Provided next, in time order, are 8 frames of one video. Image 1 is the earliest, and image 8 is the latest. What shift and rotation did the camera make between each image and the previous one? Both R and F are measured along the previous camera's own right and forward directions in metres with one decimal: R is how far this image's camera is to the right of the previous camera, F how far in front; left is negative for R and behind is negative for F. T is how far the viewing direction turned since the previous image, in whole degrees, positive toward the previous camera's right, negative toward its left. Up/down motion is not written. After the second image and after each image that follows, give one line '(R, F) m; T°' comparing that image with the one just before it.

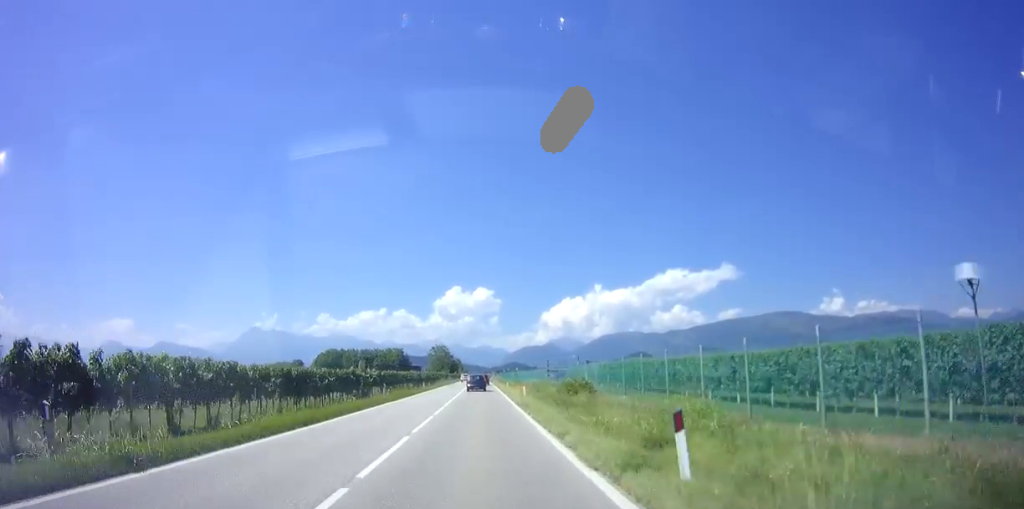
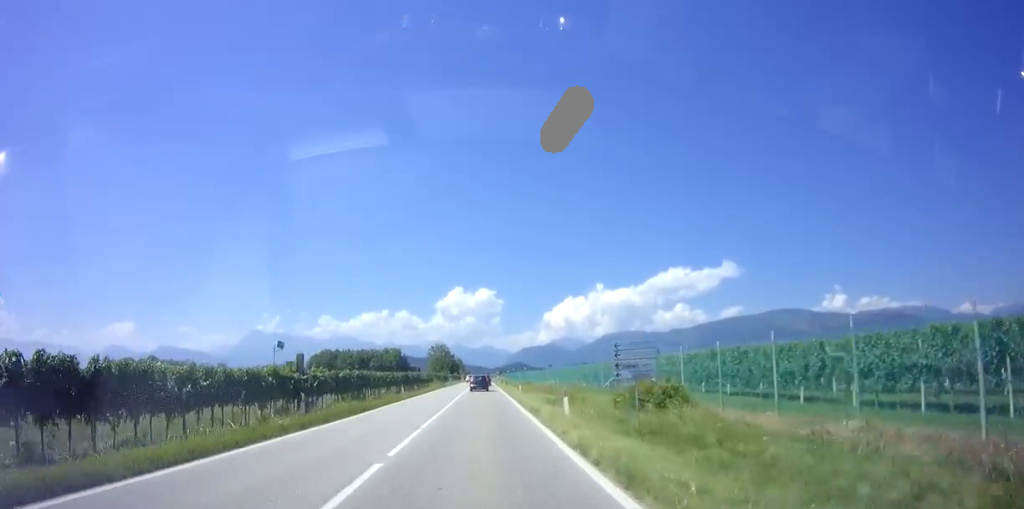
(0.0, +15.2) m; -1°
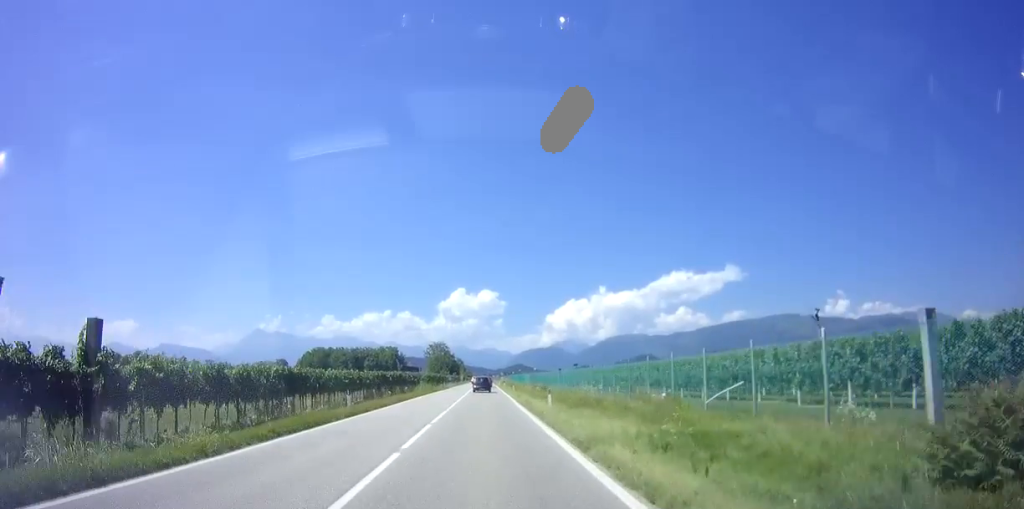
(-0.1, +15.9) m; 0°
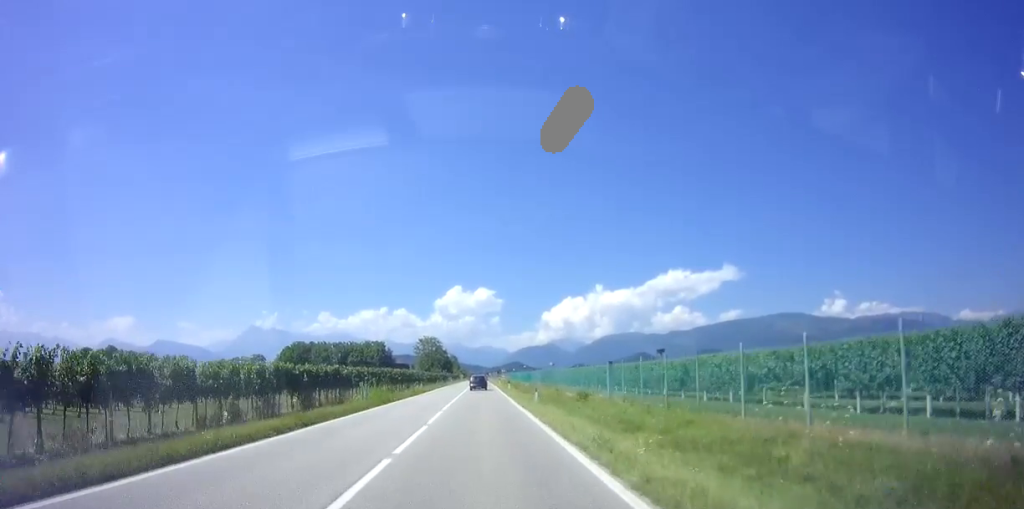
(+0.3, +24.4) m; +1°
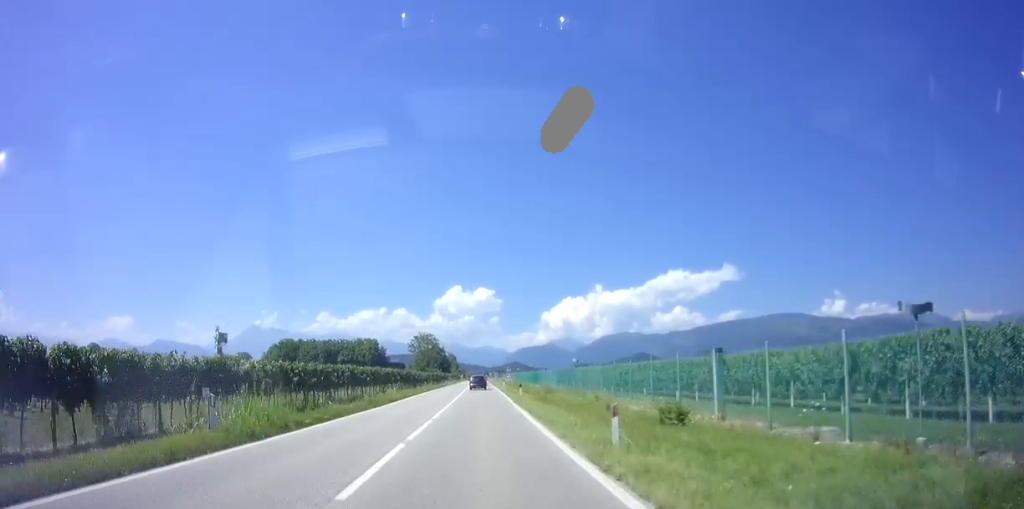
(0.0, +15.6) m; -1°
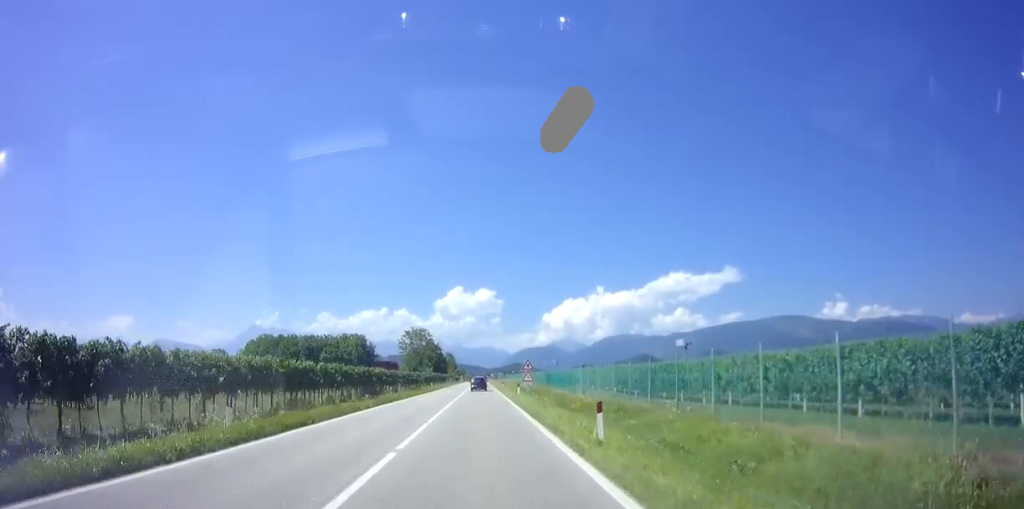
(-0.4, +23.9) m; -1°
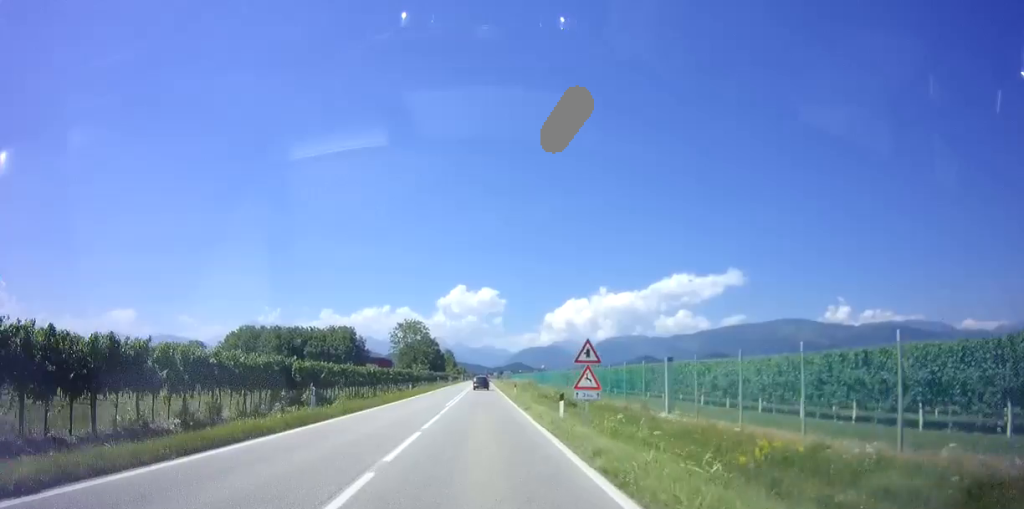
(+0.3, +19.3) m; +1°
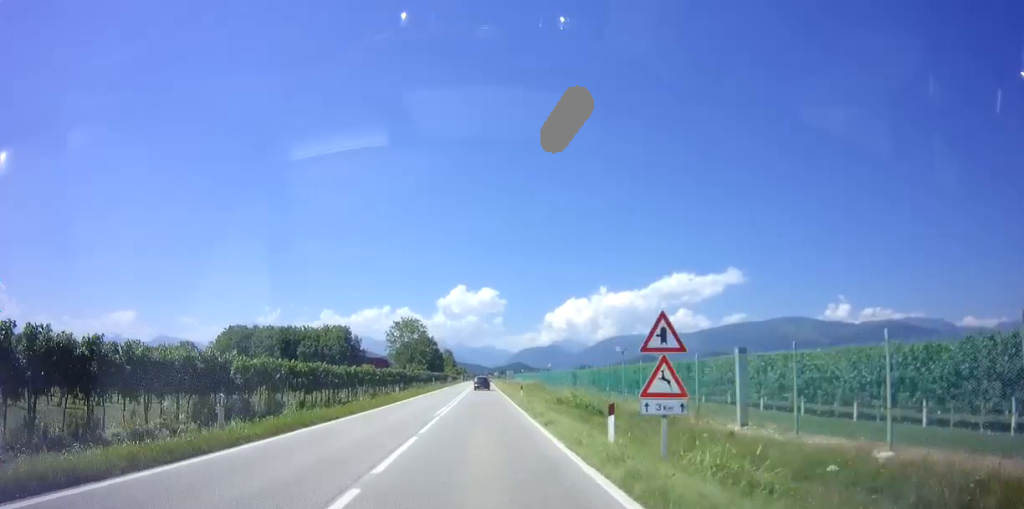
(0.0, +7.3) m; 0°
